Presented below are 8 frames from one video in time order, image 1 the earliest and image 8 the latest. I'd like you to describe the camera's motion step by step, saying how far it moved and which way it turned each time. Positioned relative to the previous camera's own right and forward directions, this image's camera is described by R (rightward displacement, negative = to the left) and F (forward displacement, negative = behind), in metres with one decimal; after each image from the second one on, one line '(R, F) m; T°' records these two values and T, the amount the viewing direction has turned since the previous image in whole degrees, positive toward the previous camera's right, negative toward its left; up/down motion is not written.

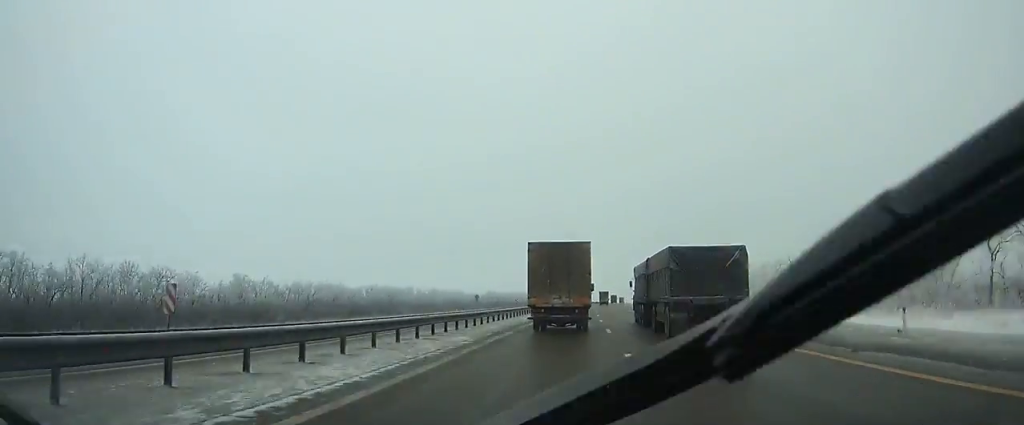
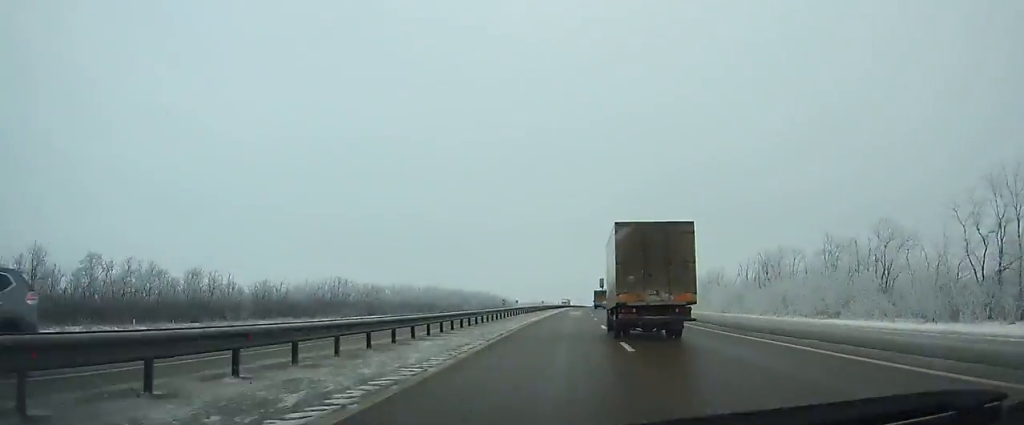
(+4.0, +151.5) m; +3°
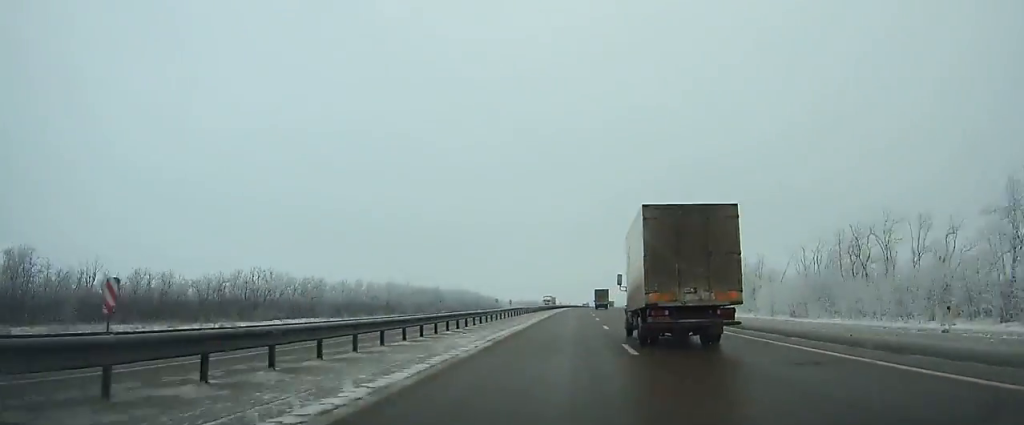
(+0.3, +35.1) m; +1°
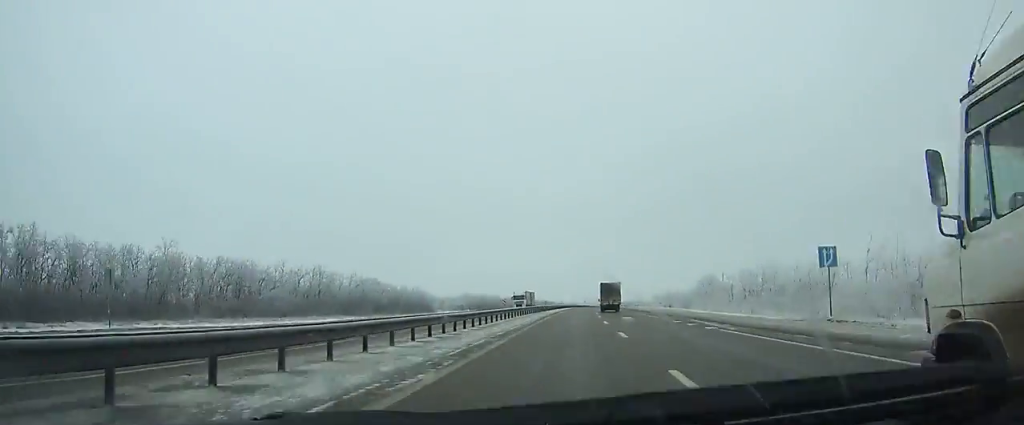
(+2.3, +122.7) m; +2°
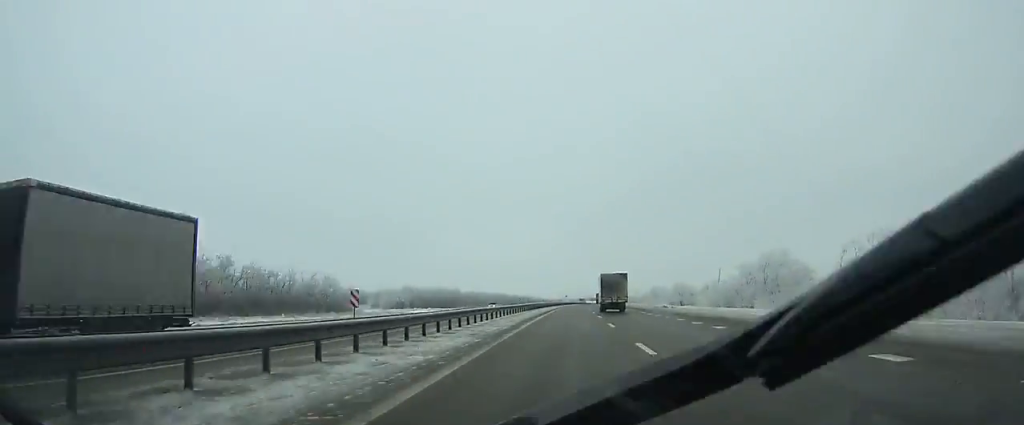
(+0.9, +65.9) m; +1°
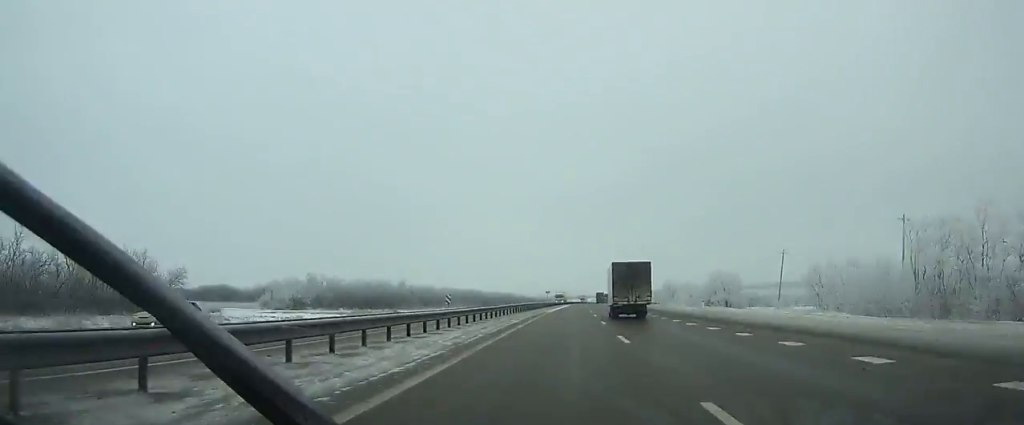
(+0.9, +69.2) m; +1°
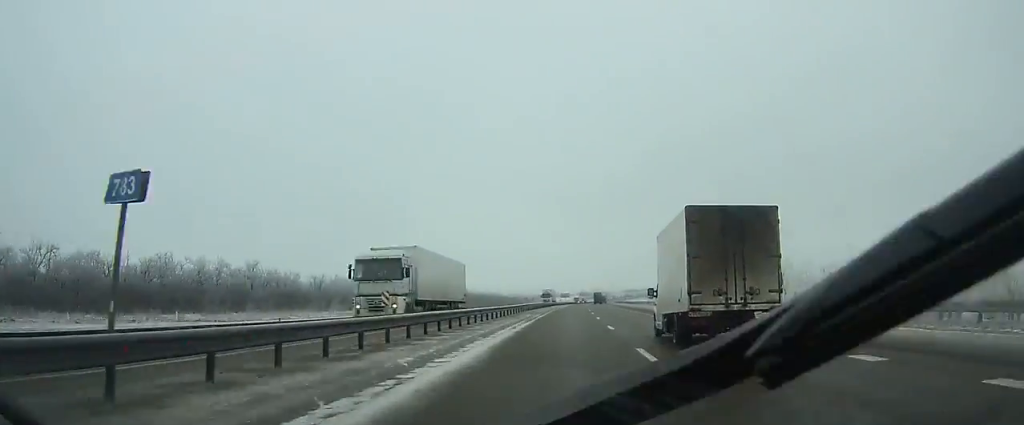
(+1.4, +90.0) m; +2°
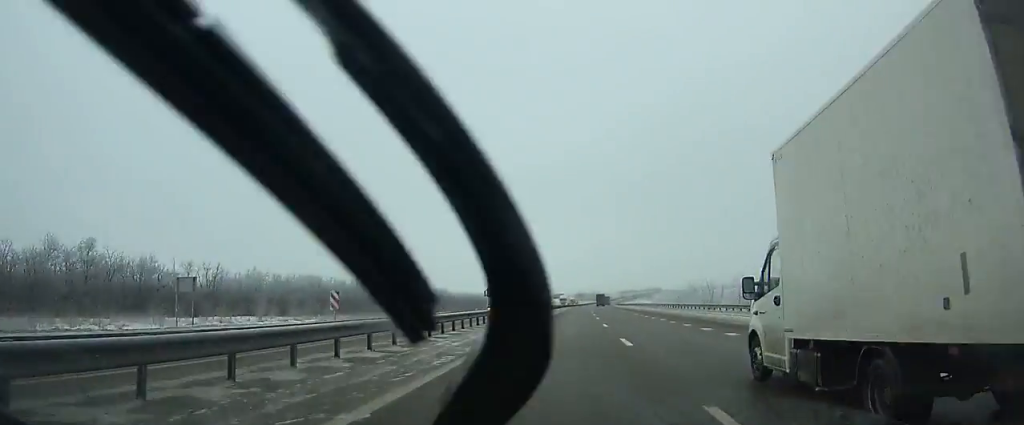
(+0.2, +43.8) m; +1°
